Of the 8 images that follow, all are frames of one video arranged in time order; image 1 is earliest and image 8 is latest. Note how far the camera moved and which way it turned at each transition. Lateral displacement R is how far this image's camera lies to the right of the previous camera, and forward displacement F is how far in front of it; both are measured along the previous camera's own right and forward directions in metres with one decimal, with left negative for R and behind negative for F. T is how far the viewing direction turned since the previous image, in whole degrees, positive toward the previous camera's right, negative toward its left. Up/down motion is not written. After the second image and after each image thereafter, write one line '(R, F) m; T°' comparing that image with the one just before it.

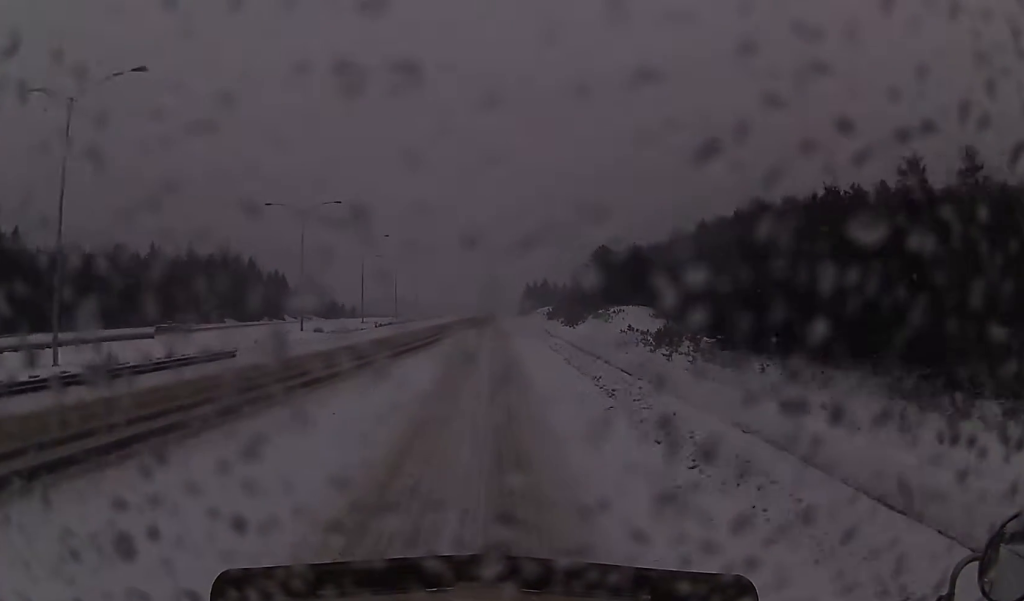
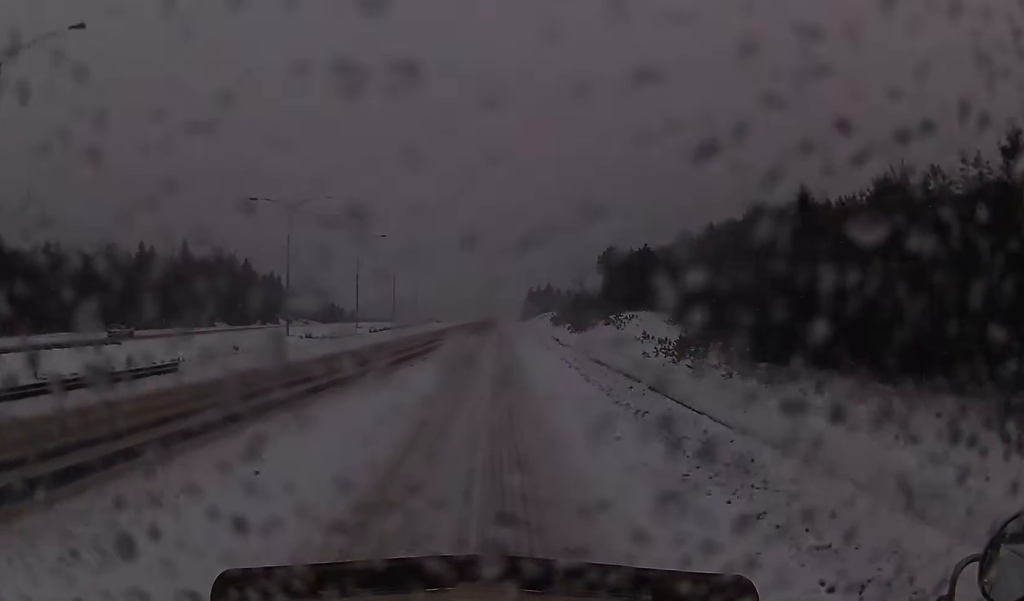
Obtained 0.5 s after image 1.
(0.0, +7.4) m; 0°
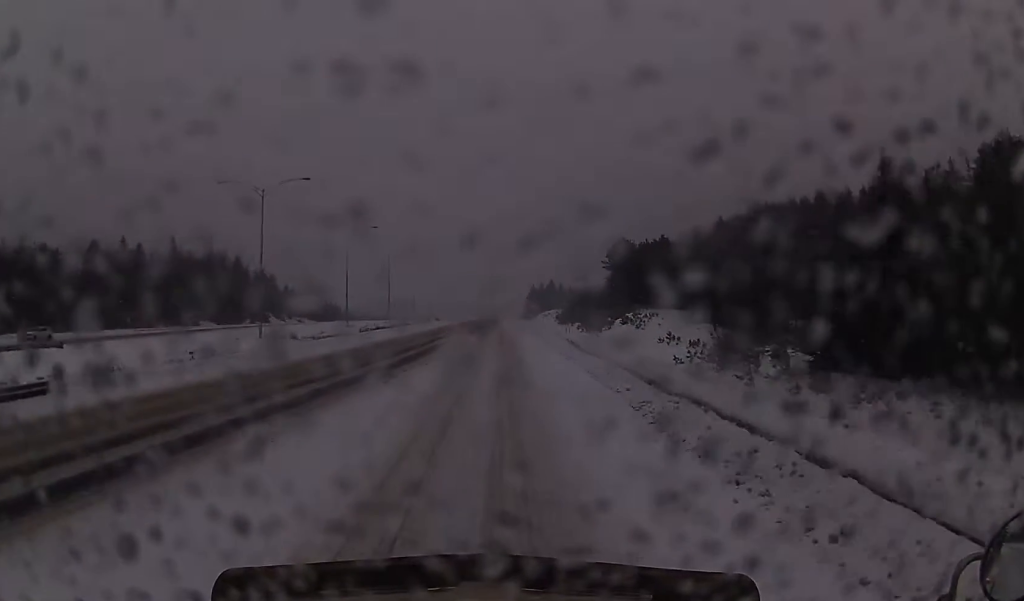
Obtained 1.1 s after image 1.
(0.0, +10.2) m; 0°
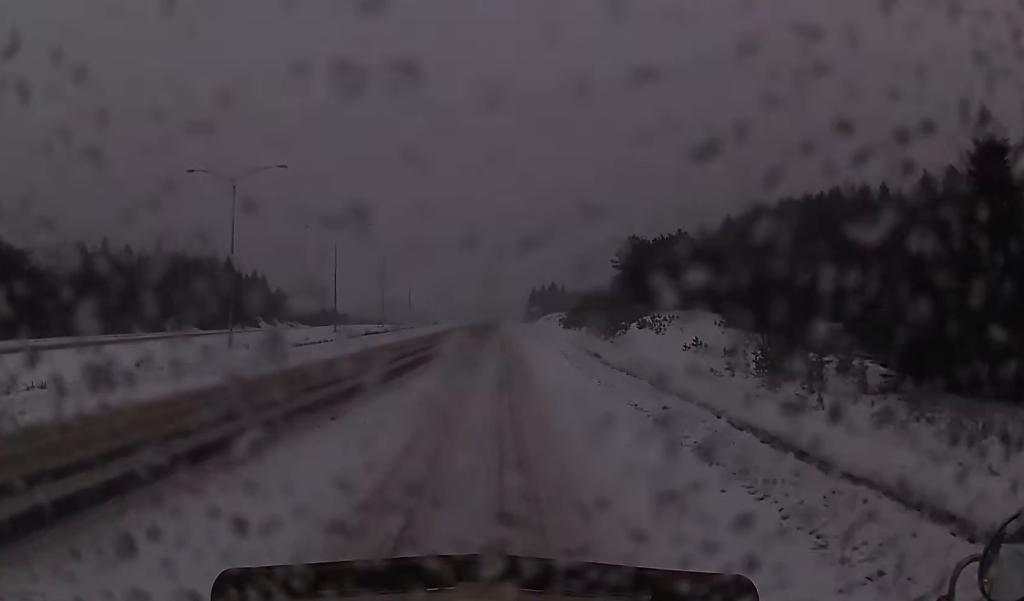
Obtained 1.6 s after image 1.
(0.0, +8.8) m; -1°
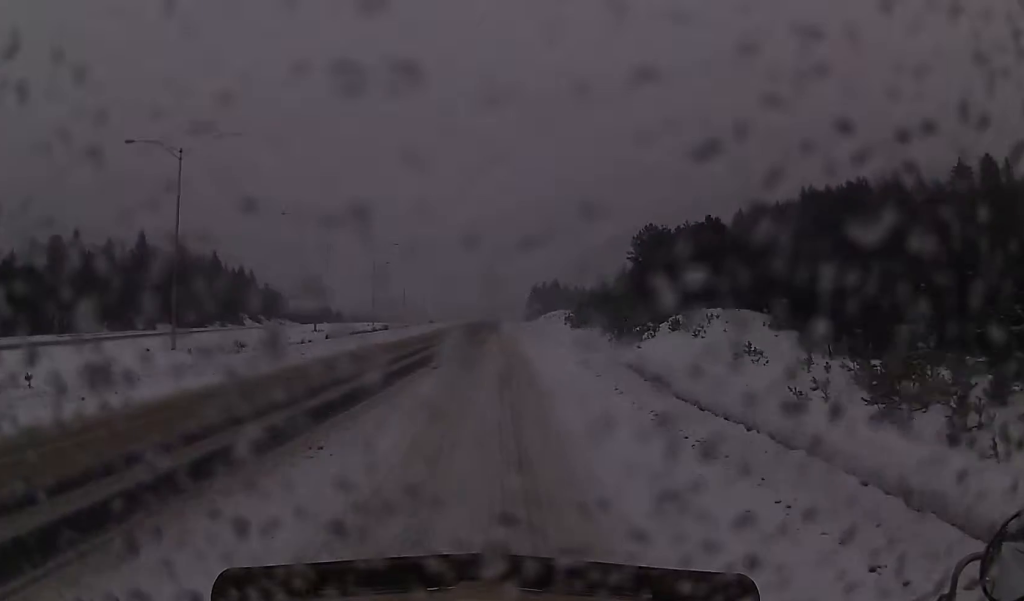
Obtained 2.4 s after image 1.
(-0.1, +12.4) m; 0°
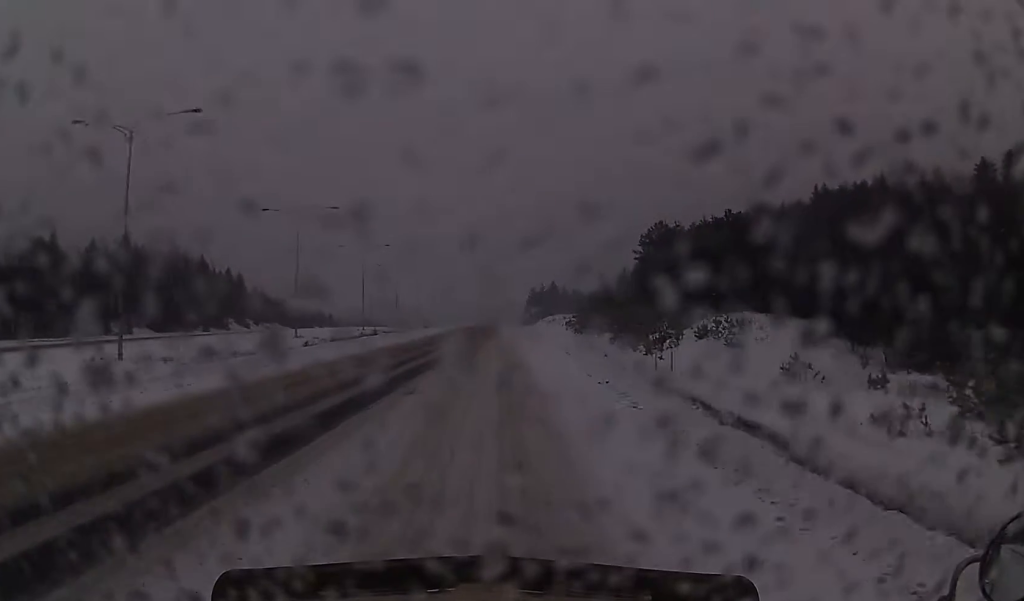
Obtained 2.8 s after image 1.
(-0.2, +8.0) m; 0°
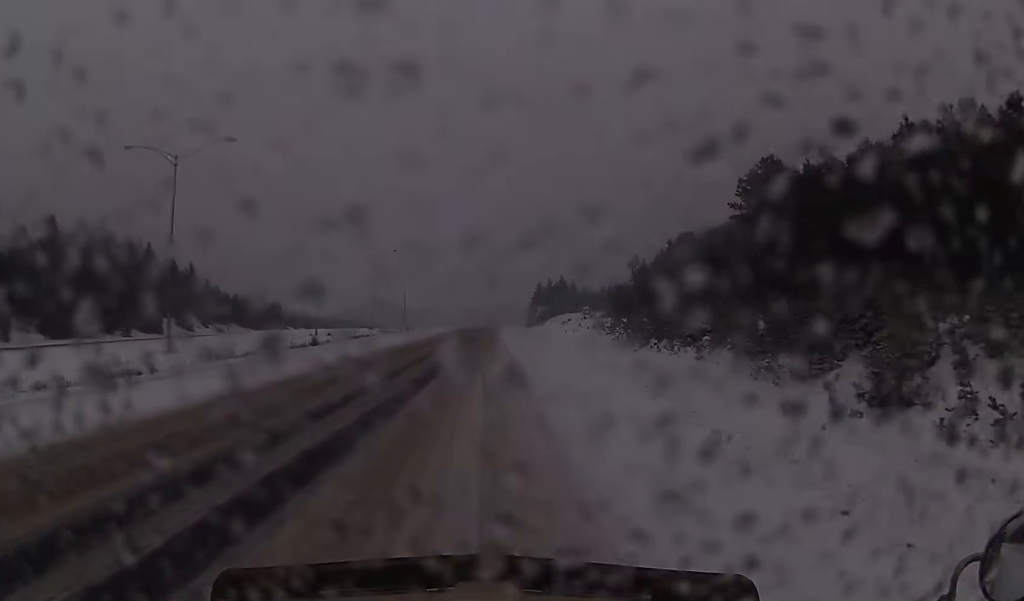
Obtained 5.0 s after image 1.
(+0.3, +37.4) m; -1°
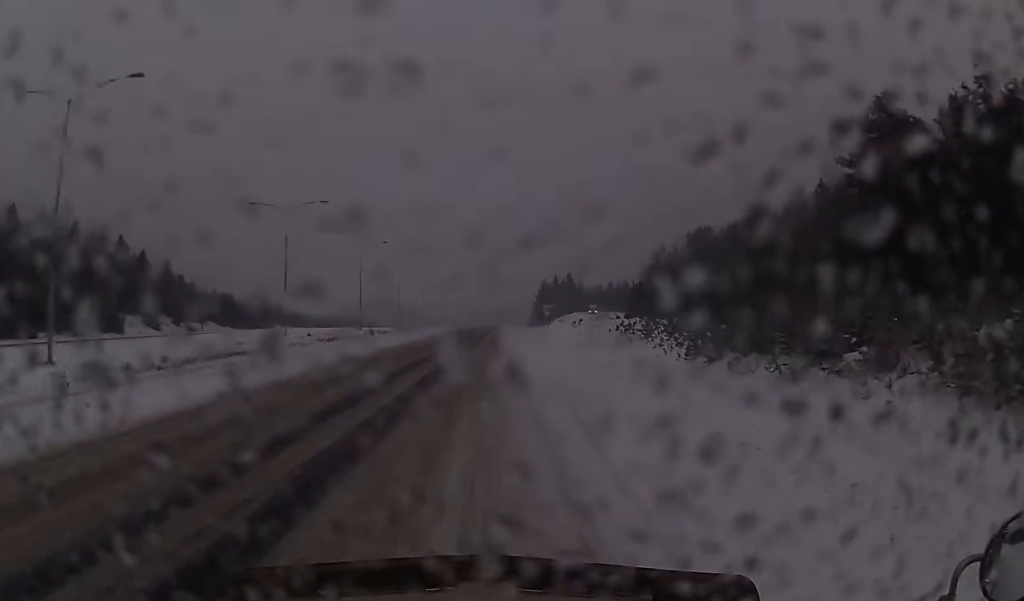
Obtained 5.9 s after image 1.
(0.0, +16.8) m; +1°
